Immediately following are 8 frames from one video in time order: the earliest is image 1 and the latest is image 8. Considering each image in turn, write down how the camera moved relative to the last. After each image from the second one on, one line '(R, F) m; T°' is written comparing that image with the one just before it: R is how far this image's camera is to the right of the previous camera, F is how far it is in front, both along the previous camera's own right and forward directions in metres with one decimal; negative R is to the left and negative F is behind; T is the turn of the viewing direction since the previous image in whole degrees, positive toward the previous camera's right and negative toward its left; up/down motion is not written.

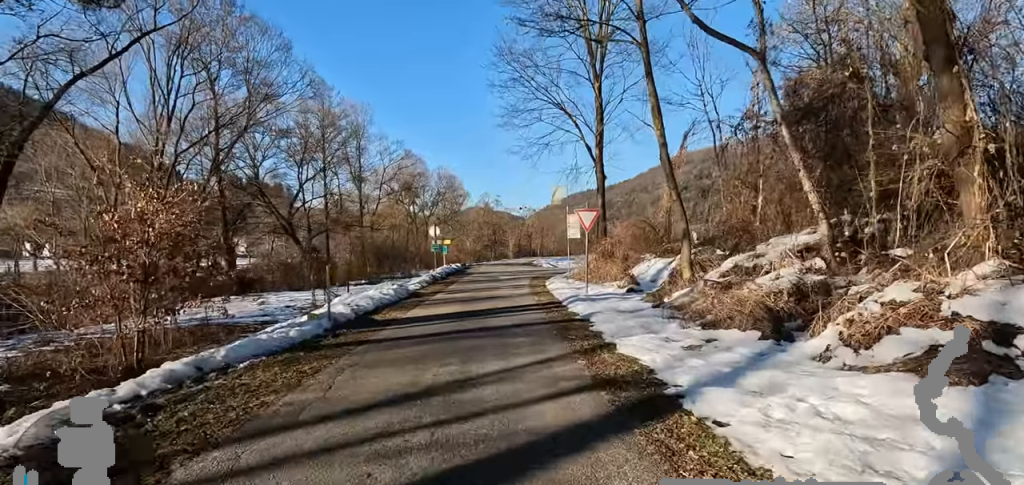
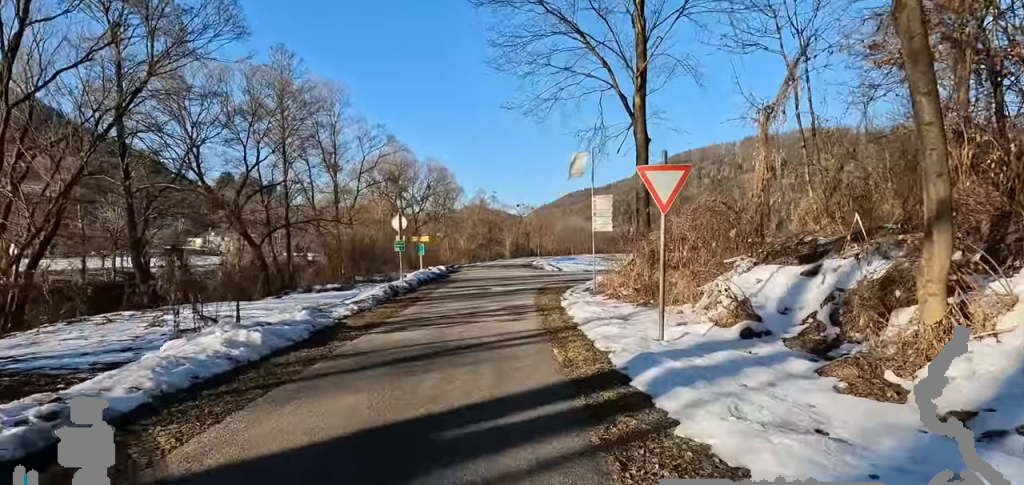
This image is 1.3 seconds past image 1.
(-0.8, +6.4) m; -10°
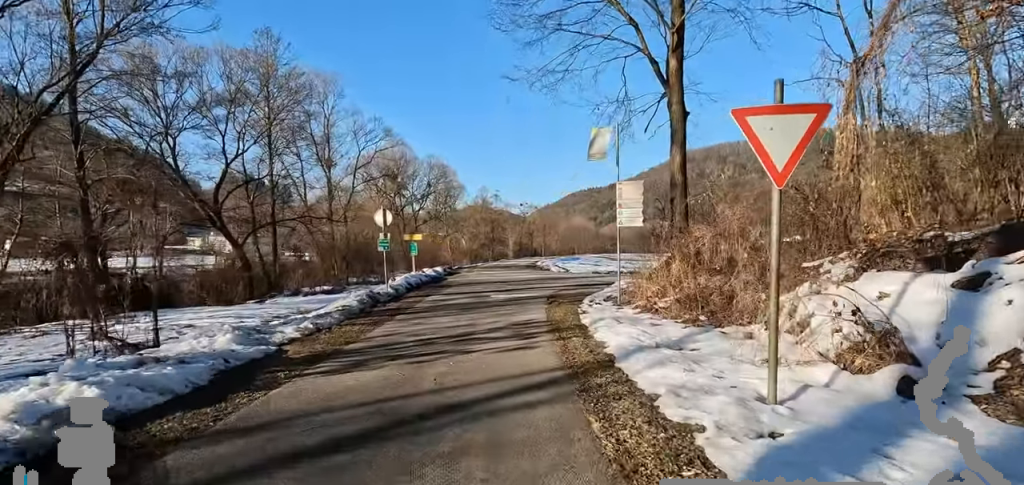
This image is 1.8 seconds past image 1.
(+0.2, +2.6) m; +5°
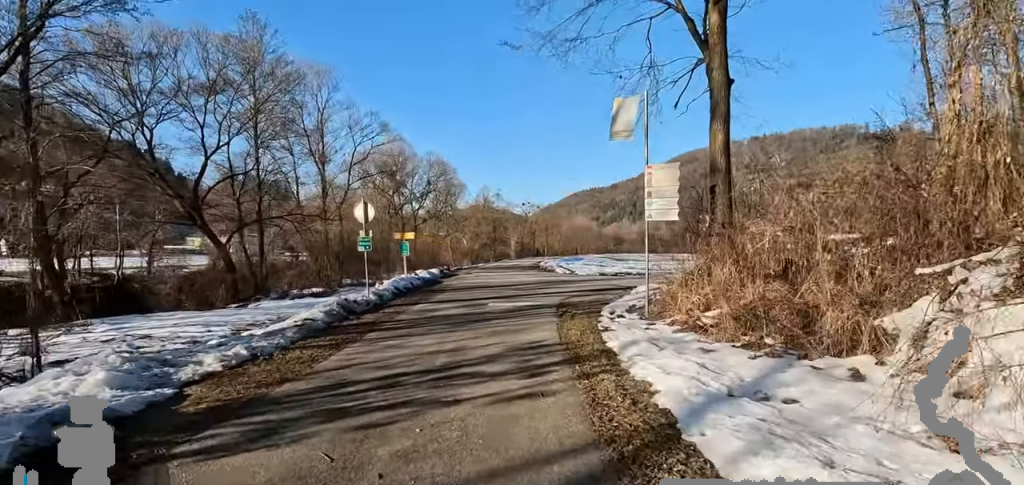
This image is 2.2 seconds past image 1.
(0.0, +2.1) m; +4°
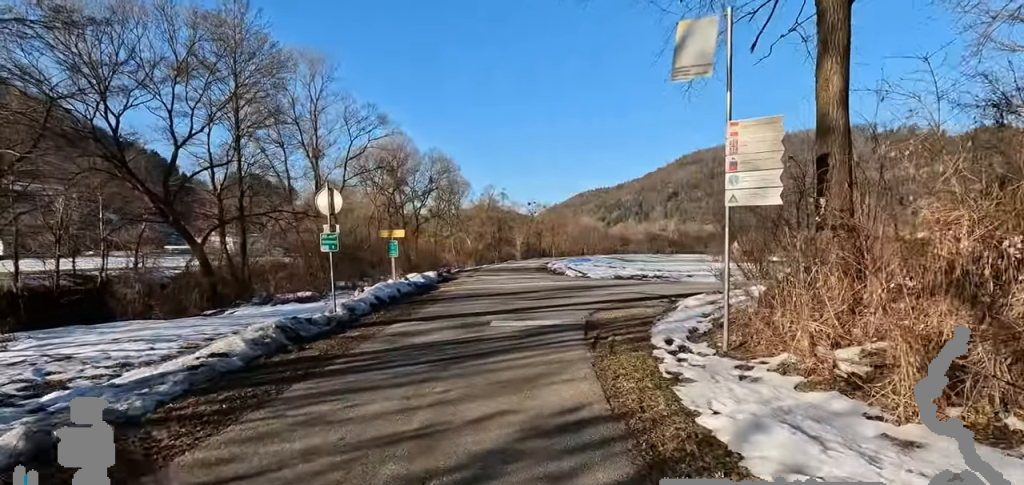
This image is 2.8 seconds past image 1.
(+0.2, +2.8) m; +1°
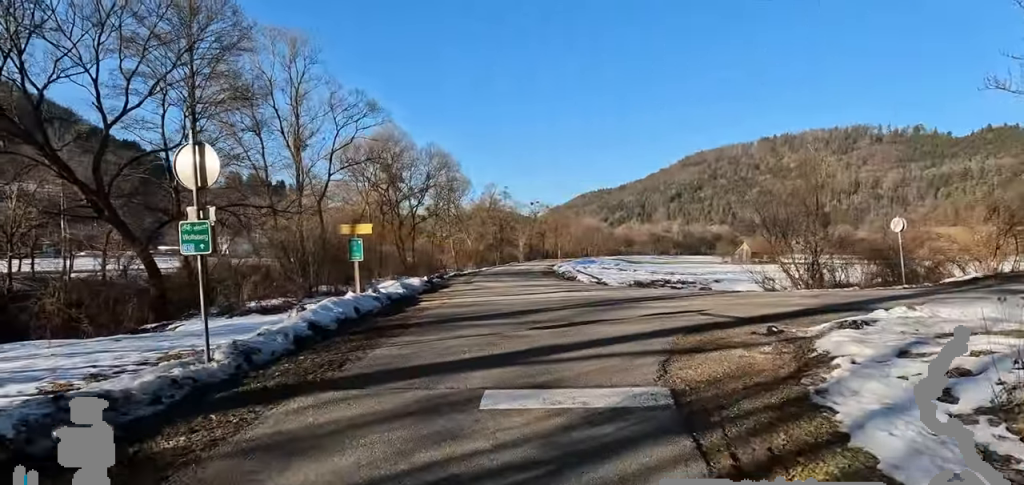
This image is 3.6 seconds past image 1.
(+0.2, +4.1) m; -1°
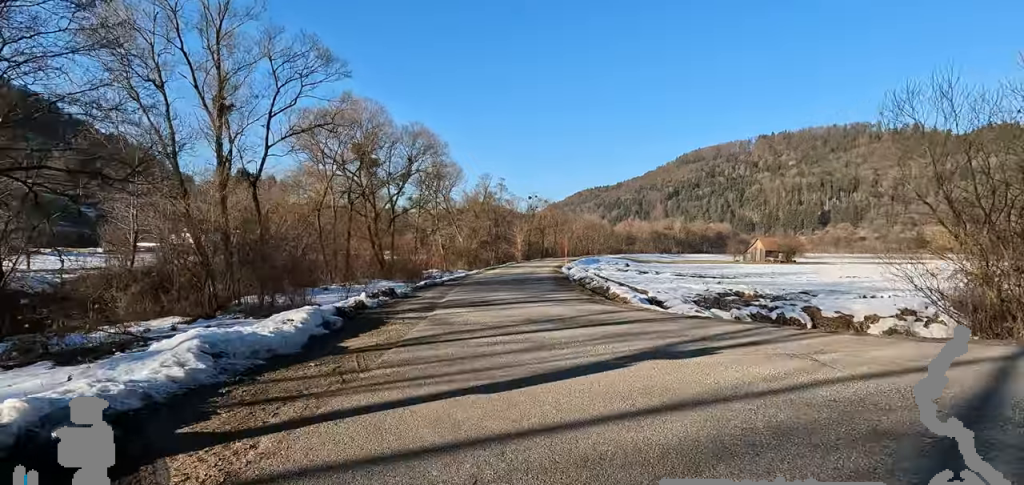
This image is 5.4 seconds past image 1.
(-0.8, +9.8) m; -8°
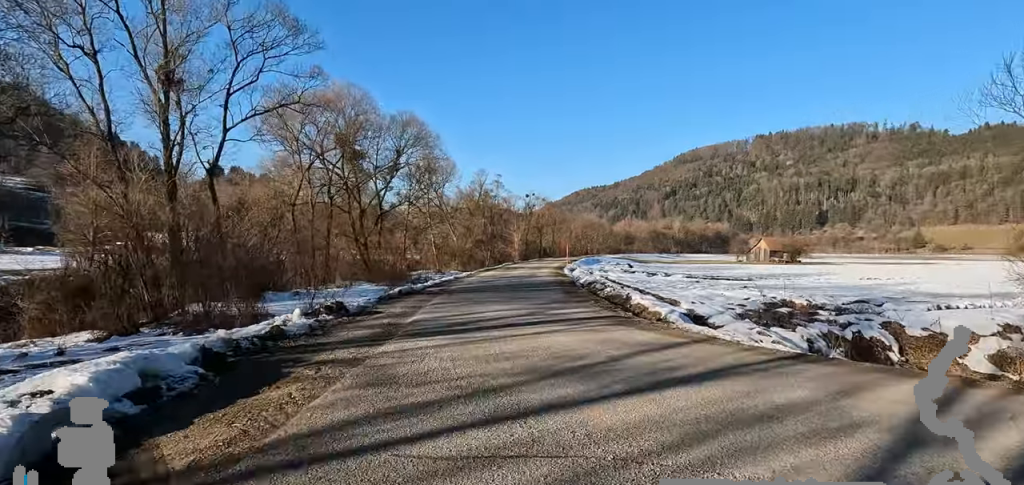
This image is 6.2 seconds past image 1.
(-0.4, +3.7) m; +7°
